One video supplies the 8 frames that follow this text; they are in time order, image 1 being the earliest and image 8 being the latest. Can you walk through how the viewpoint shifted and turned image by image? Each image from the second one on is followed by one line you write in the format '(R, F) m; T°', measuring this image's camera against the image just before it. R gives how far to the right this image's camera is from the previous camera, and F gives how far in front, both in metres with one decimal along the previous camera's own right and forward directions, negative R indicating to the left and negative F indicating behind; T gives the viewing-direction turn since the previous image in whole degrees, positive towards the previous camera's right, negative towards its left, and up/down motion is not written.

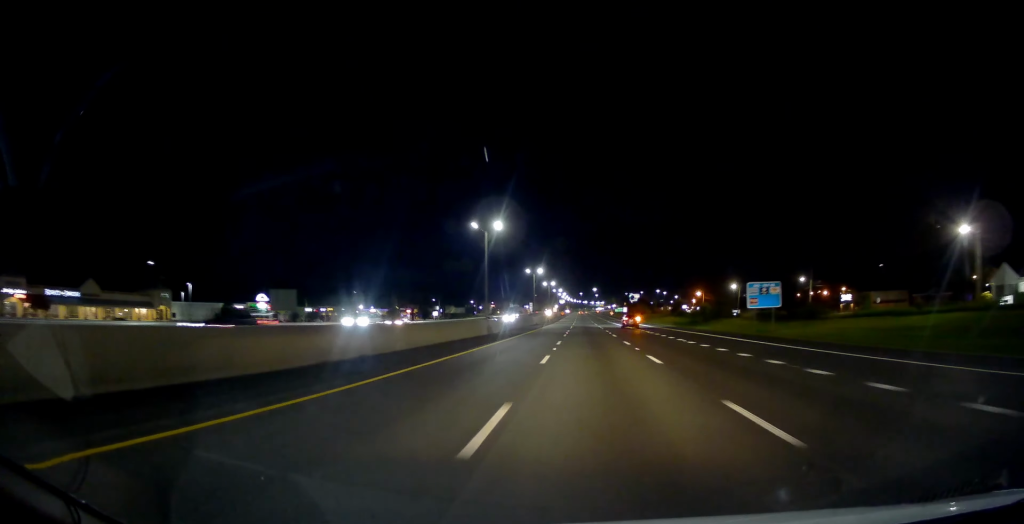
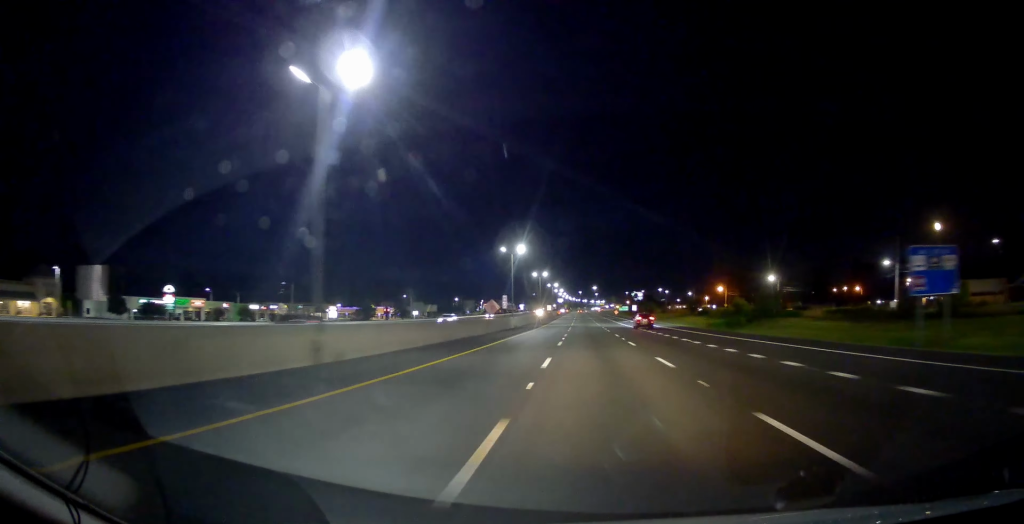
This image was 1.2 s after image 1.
(-0.3, +38.1) m; -1°
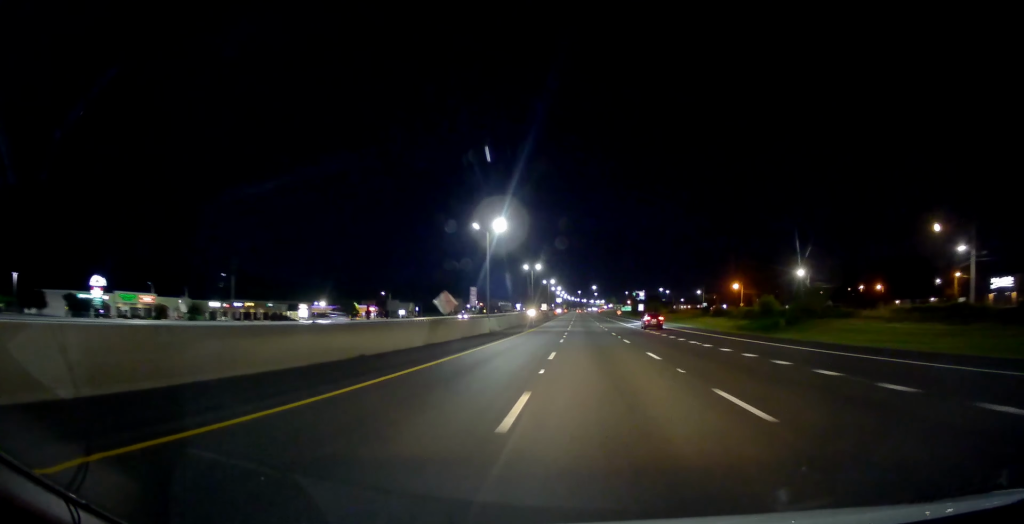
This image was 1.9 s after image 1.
(0.0, +21.6) m; 0°
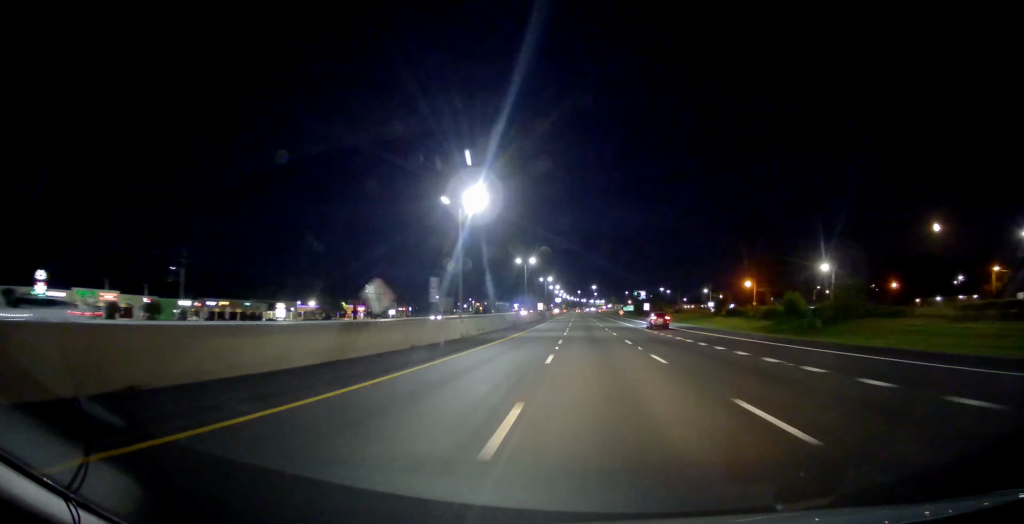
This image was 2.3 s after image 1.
(+0.1, +14.0) m; 0°
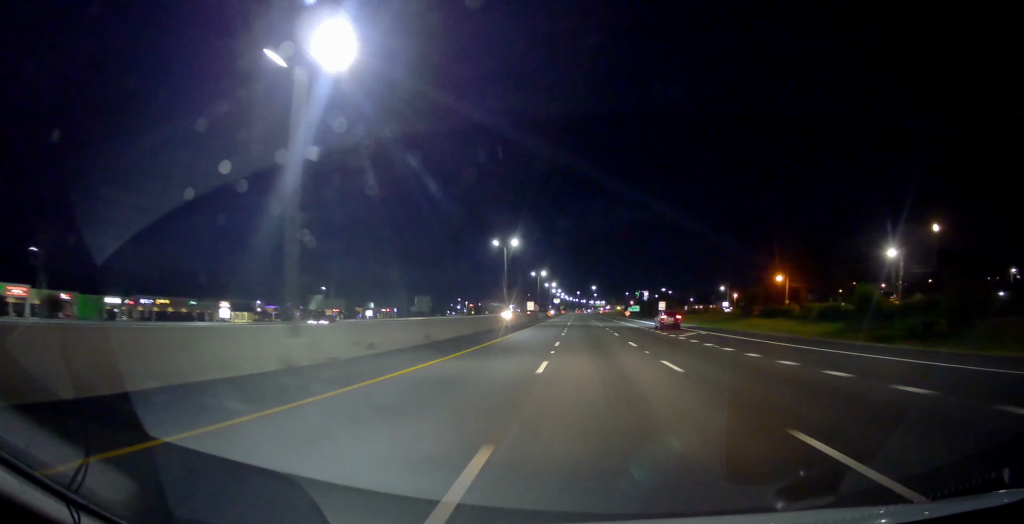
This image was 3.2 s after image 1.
(-0.1, +27.9) m; 0°
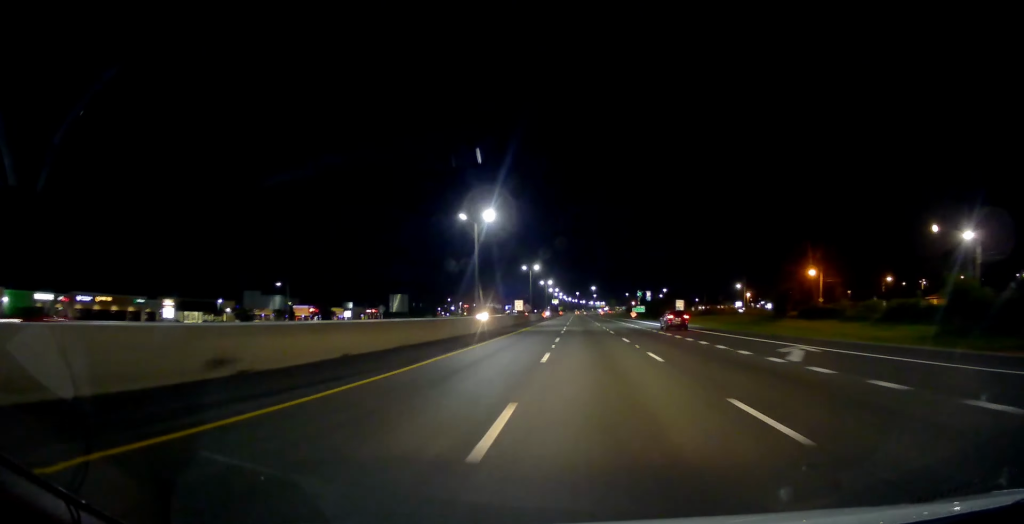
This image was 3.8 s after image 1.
(+0.1, +21.5) m; +1°
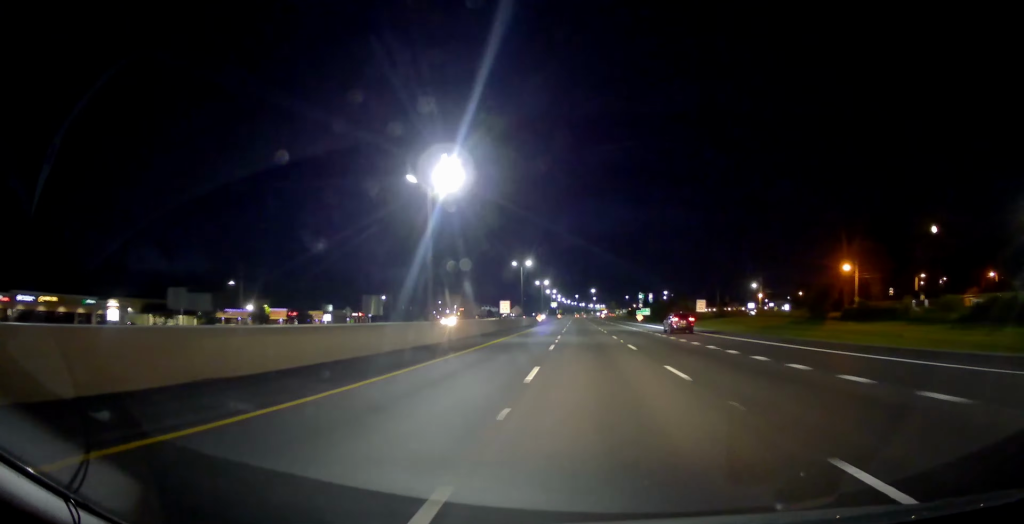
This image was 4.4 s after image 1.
(+0.1, +17.3) m; 0°
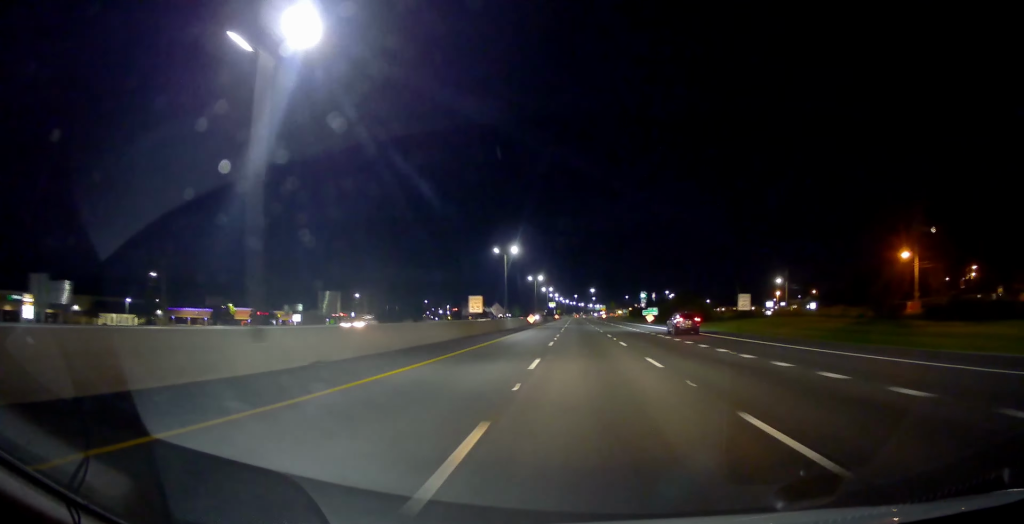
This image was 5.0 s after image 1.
(0.0, +21.3) m; 0°
